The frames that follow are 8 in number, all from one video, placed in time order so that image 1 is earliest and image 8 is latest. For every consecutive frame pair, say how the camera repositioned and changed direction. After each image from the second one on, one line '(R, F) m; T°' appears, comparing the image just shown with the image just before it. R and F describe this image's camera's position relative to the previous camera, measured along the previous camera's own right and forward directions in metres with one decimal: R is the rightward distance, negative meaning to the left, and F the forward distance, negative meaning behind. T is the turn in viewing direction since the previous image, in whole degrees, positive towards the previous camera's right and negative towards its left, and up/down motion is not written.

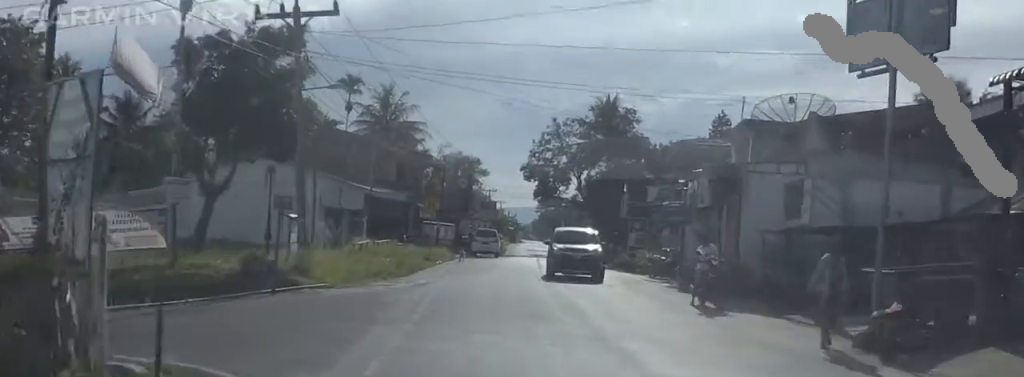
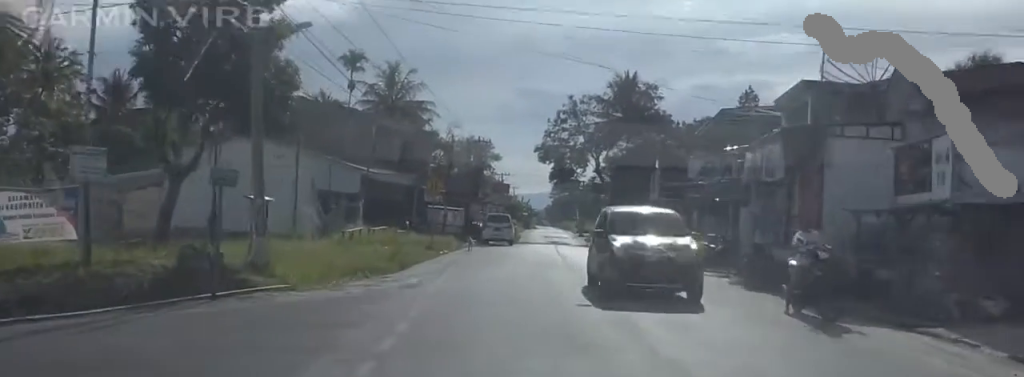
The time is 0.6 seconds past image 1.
(-0.2, +6.1) m; 0°
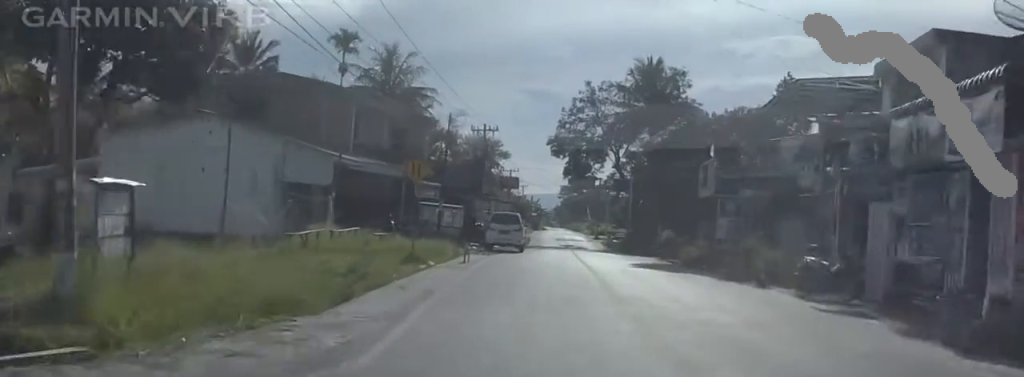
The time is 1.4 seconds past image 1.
(-0.1, +9.3) m; 0°
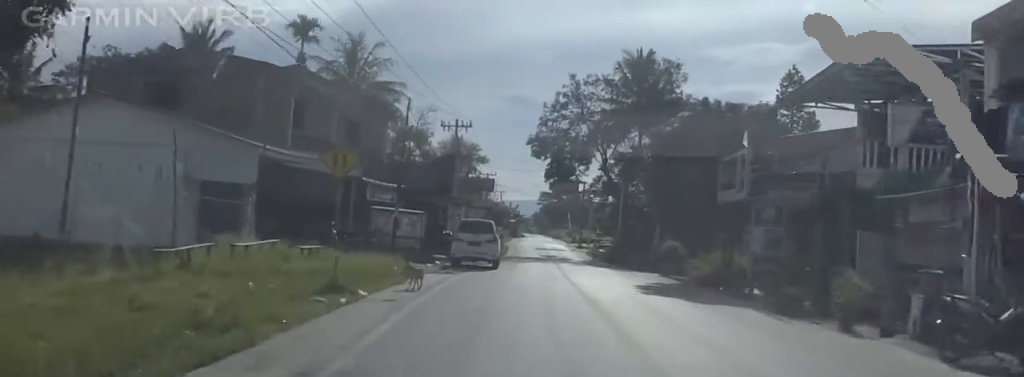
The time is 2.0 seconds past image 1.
(+0.2, +7.1) m; 0°
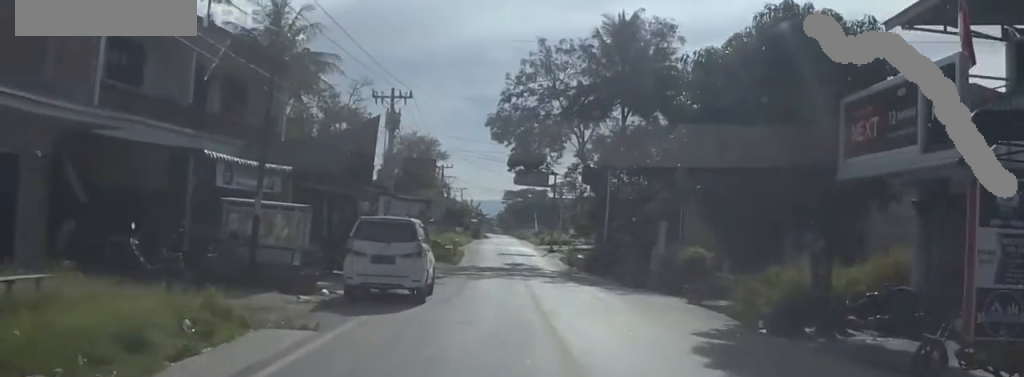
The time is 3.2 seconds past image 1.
(-0.4, +13.4) m; -2°
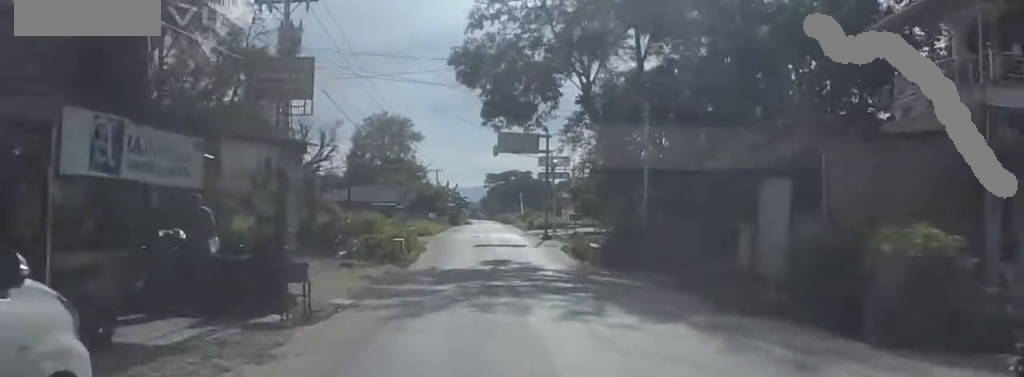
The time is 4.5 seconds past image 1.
(0.0, +17.4) m; 0°
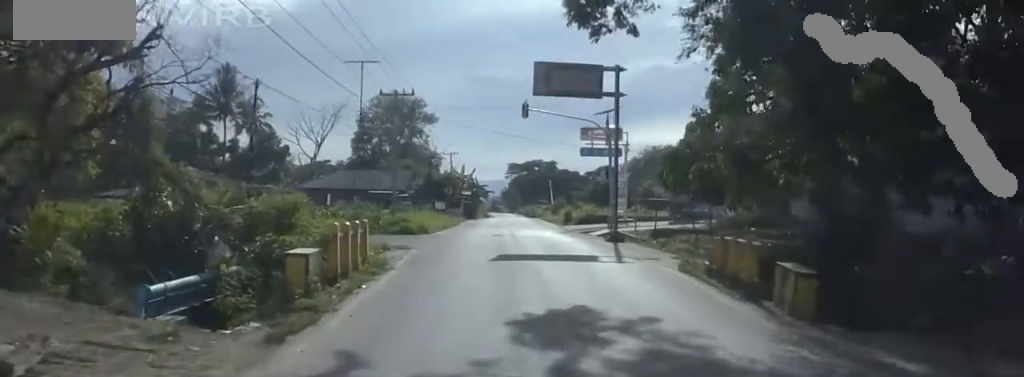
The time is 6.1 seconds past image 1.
(0.0, +21.3) m; -1°
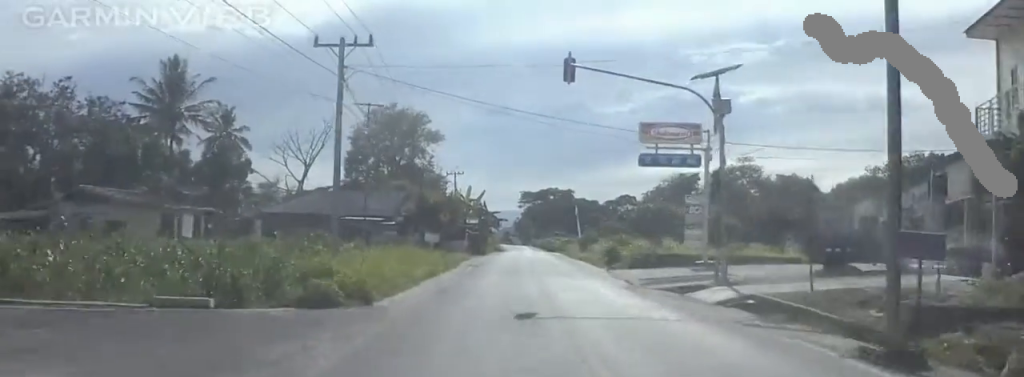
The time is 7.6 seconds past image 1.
(+1.0, +22.8) m; +4°
